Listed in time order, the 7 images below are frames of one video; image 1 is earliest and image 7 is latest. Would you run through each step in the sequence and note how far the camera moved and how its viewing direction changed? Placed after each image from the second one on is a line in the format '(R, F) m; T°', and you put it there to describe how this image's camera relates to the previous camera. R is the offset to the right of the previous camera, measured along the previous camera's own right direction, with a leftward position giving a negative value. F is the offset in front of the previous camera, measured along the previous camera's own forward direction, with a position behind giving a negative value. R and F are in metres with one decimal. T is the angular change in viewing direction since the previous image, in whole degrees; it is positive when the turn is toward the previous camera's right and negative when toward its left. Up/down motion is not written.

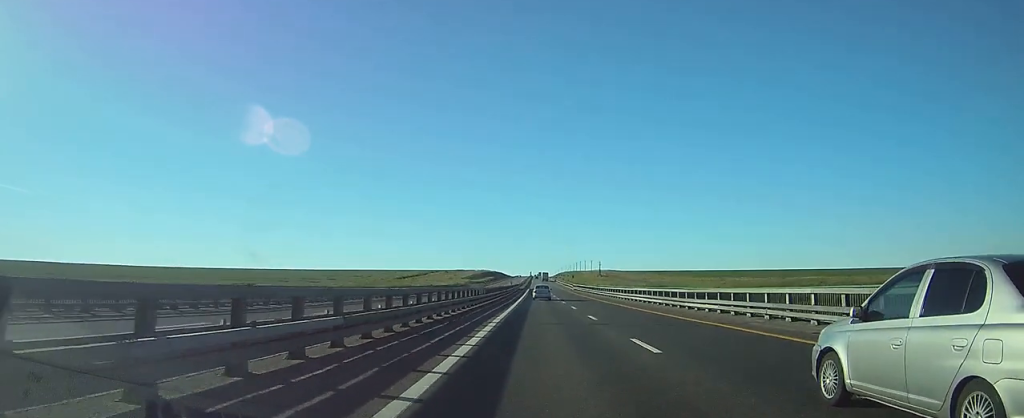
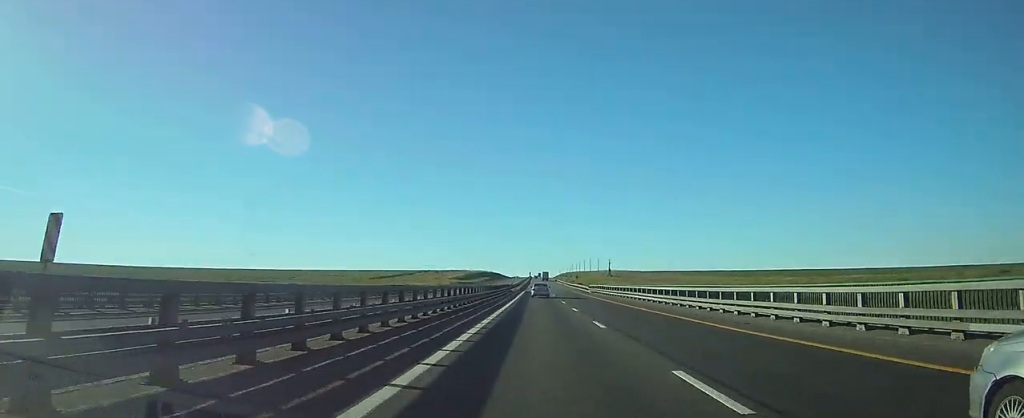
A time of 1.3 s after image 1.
(0.0, +41.1) m; 0°
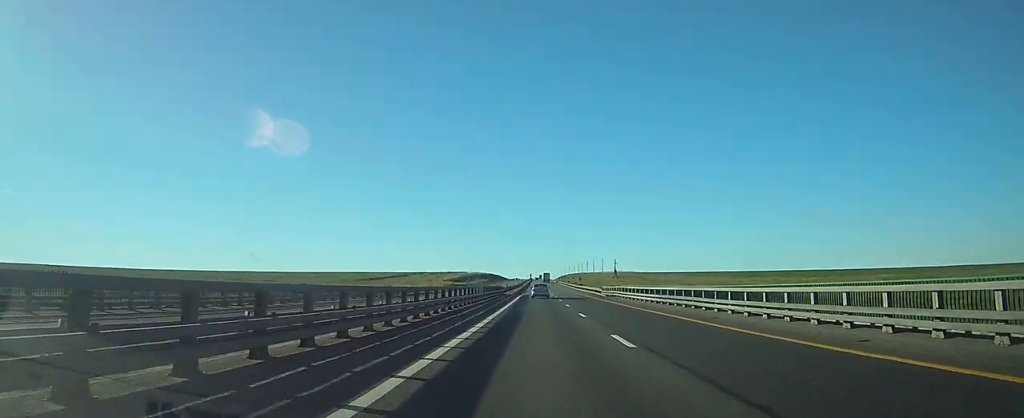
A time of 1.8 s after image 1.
(0.0, +17.3) m; 0°
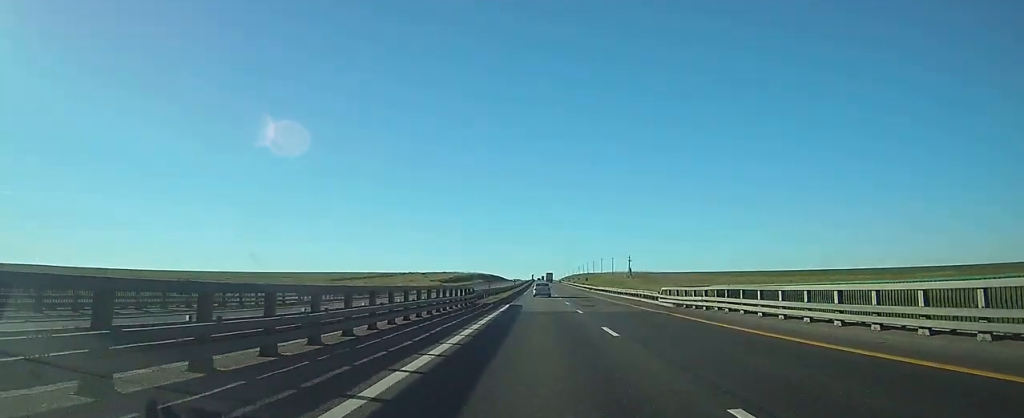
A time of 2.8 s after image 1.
(0.0, +33.5) m; 0°
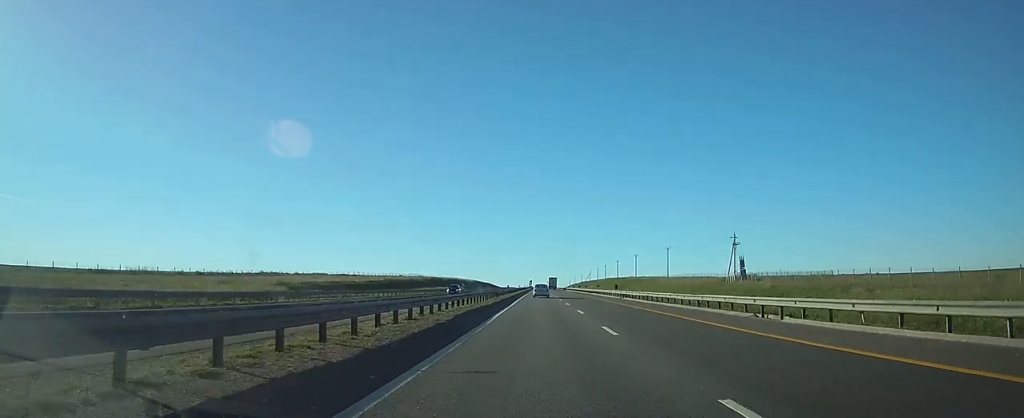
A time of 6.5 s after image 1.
(-0.2, +119.2) m; 0°
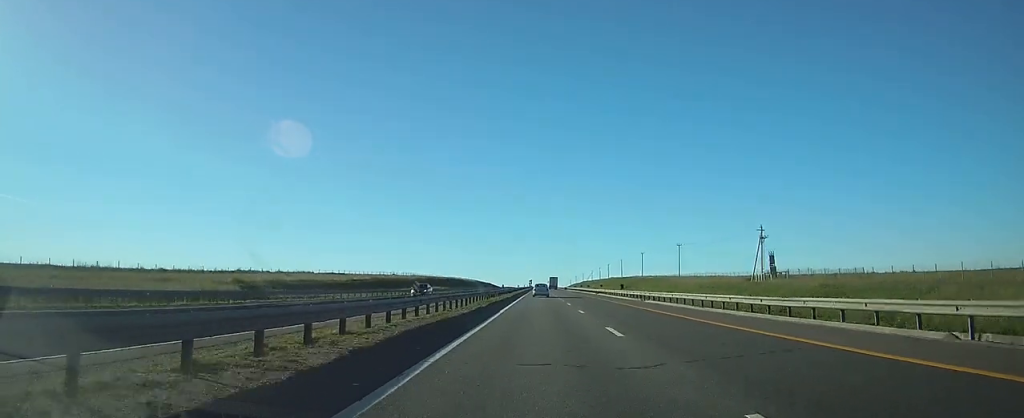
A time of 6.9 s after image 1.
(0.0, +12.8) m; 0°
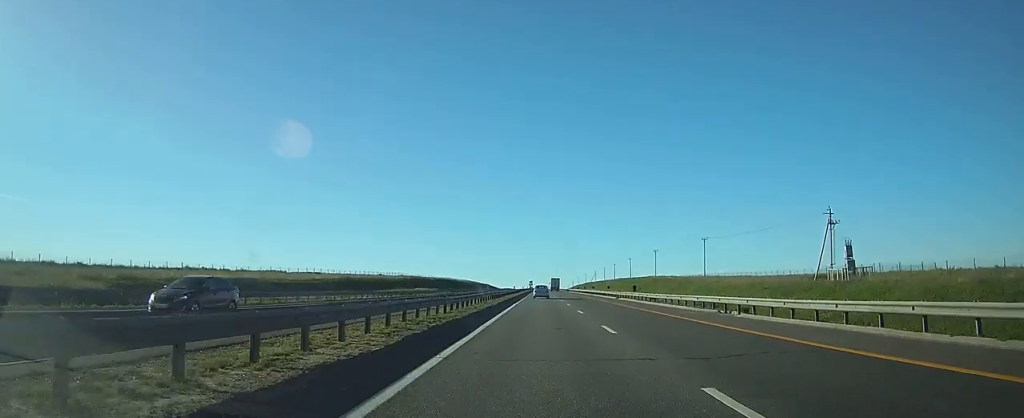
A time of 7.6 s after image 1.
(0.0, +22.3) m; 0°
